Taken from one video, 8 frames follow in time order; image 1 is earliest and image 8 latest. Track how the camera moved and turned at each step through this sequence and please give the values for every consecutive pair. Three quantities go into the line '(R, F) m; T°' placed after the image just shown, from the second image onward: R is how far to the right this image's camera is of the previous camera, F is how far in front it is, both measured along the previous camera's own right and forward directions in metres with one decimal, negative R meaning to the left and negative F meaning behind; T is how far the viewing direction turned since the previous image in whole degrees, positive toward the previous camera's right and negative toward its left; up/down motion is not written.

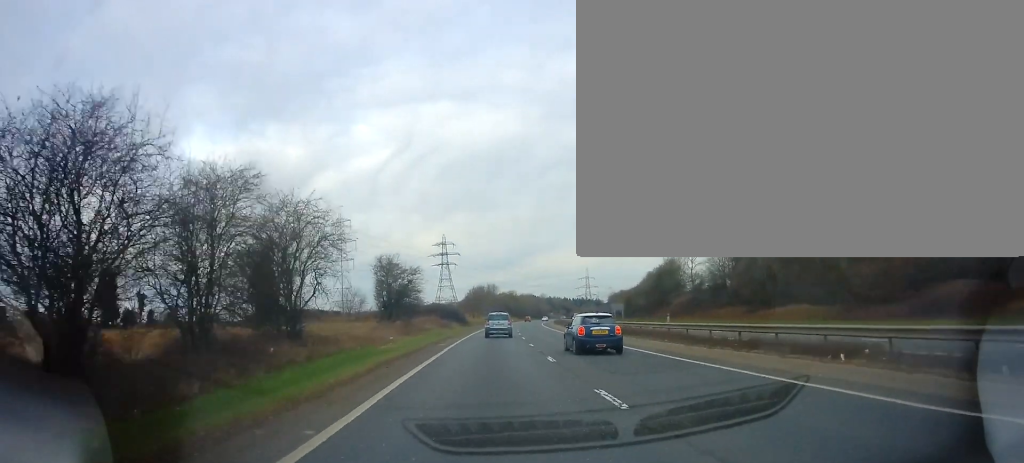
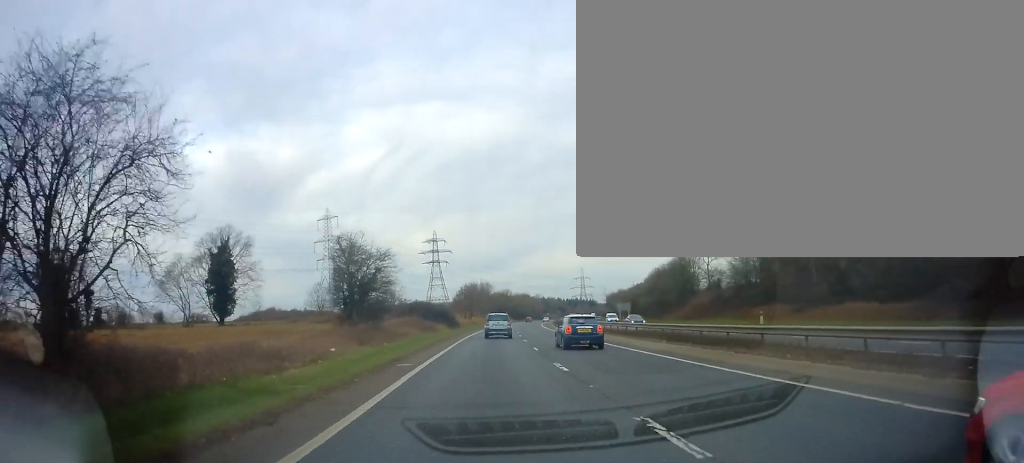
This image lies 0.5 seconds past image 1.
(-0.1, +12.0) m; +1°
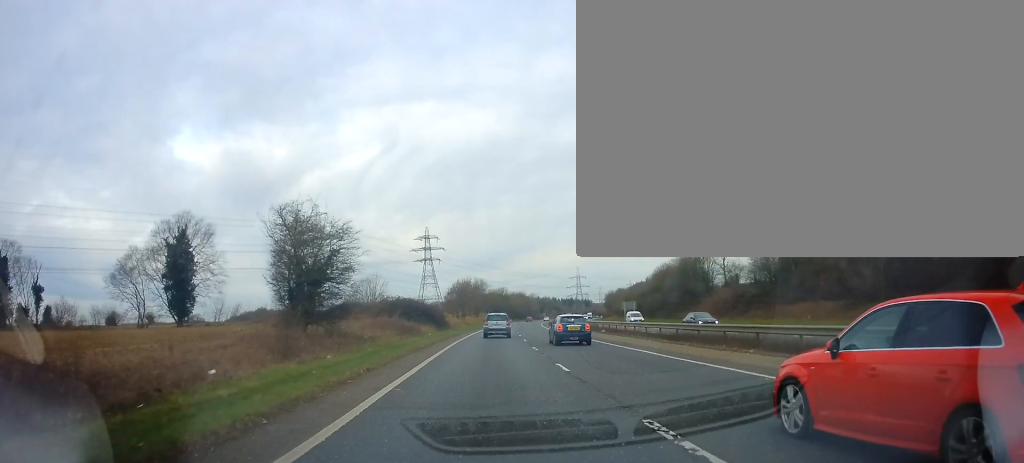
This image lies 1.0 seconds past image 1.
(+0.2, +9.3) m; +1°
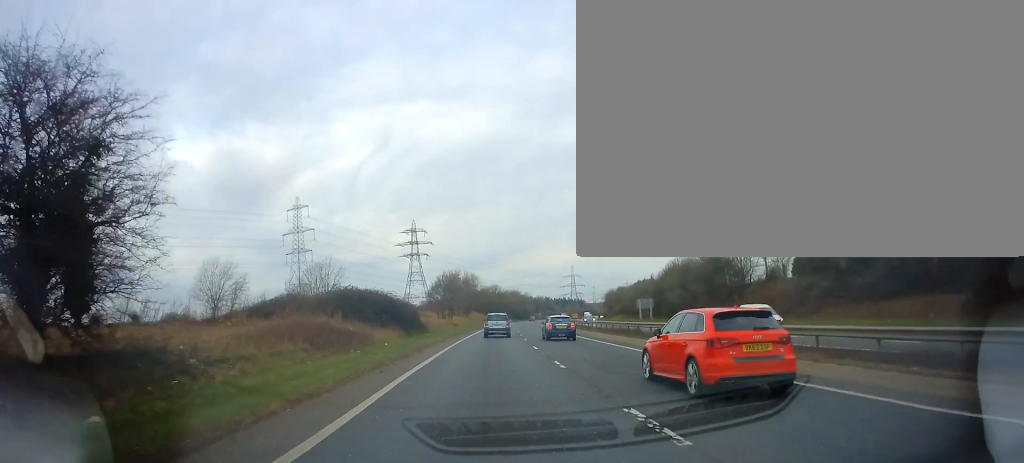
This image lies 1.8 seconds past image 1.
(+0.3, +16.9) m; +2°
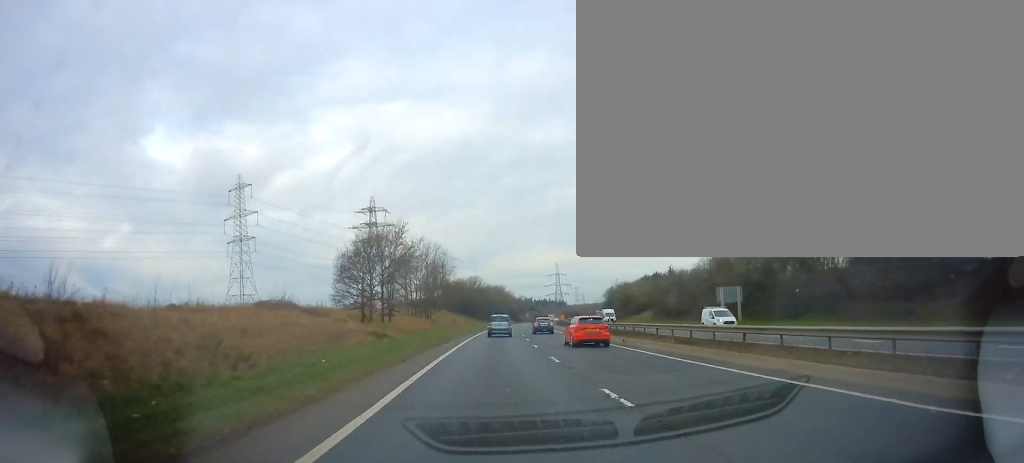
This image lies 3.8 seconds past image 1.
(+0.8, +40.8) m; +2°
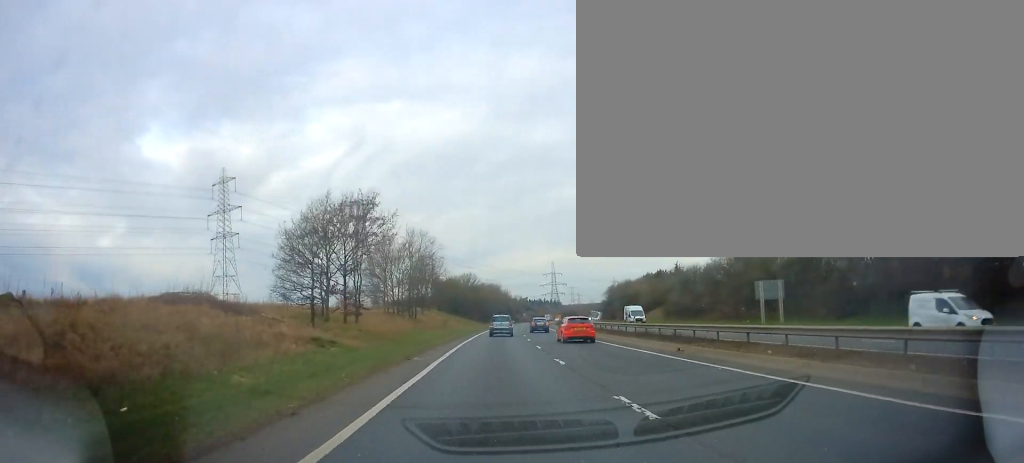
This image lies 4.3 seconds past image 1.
(0.0, +9.6) m; 0°
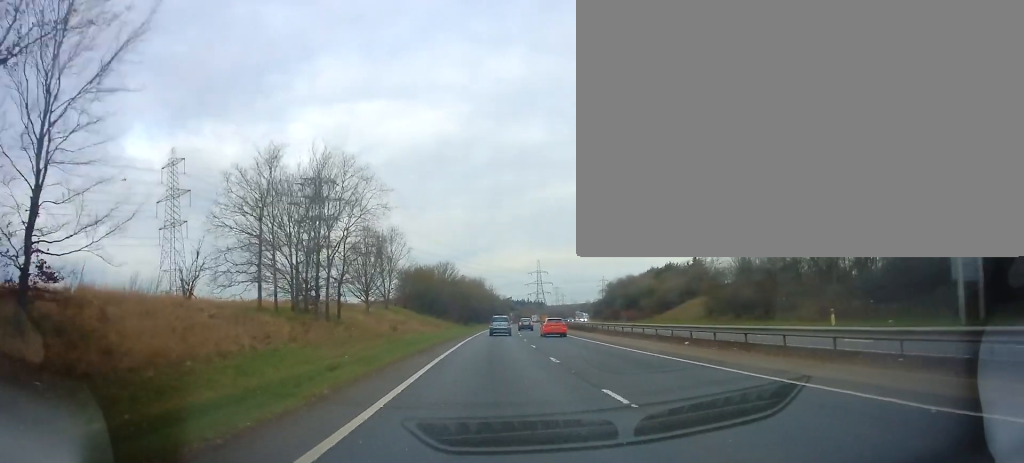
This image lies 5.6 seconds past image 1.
(+0.2, +23.8) m; +1°
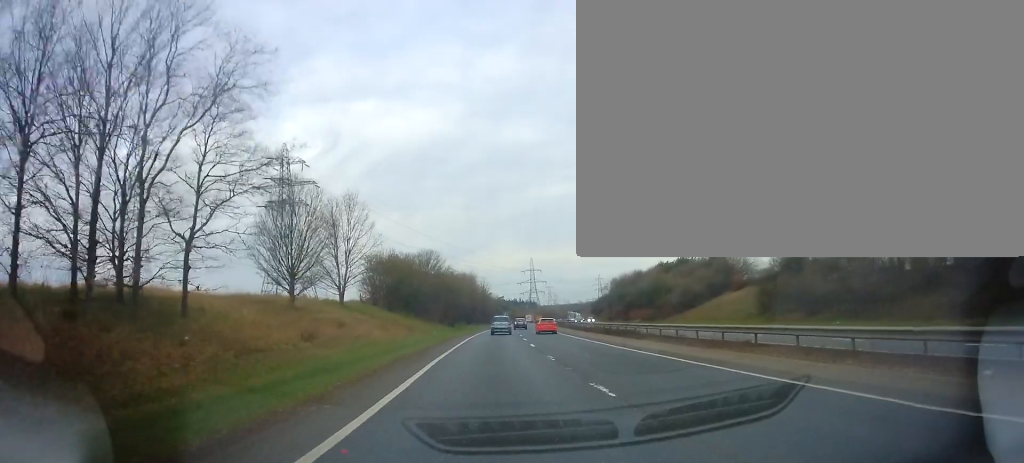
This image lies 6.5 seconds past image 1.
(0.0, +15.5) m; +1°
